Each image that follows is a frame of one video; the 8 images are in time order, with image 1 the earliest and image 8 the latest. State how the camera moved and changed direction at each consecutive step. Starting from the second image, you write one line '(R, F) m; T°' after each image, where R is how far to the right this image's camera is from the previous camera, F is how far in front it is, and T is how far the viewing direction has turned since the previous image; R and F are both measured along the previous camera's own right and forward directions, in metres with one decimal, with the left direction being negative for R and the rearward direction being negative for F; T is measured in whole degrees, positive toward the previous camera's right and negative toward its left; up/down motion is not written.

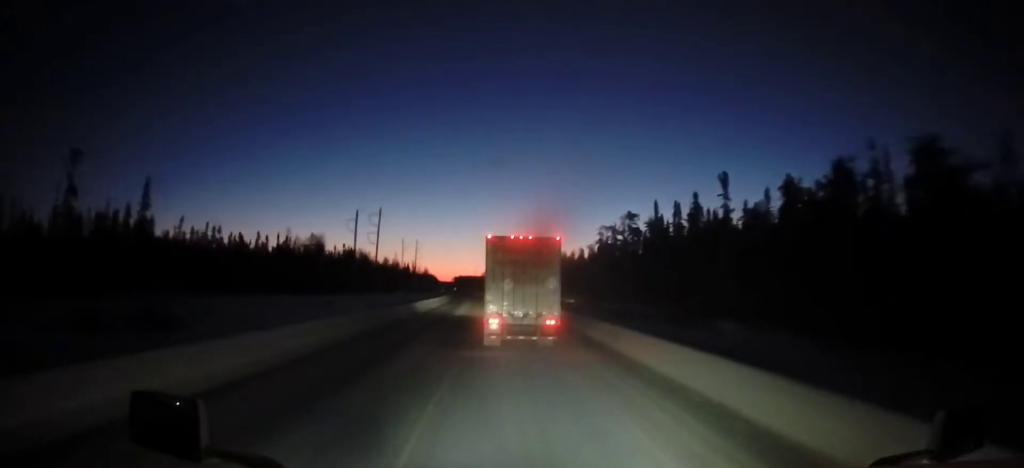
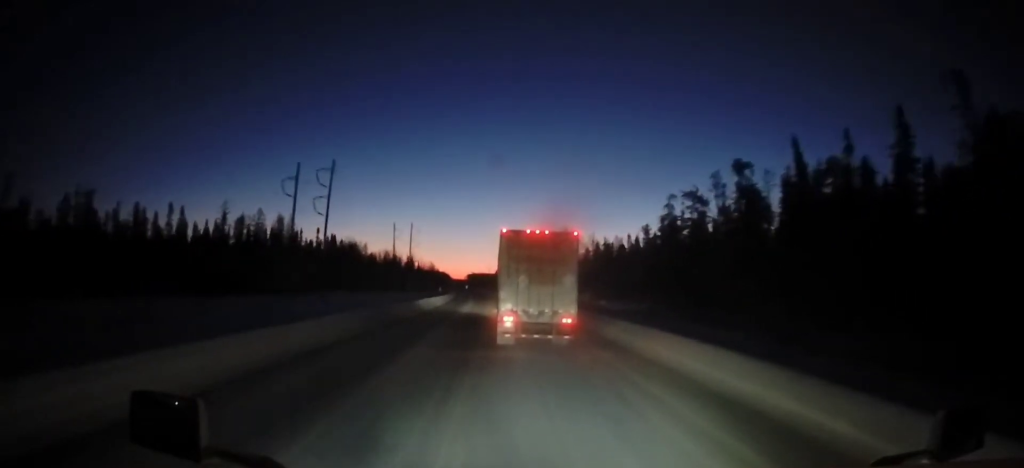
(-0.3, +39.2) m; -1°
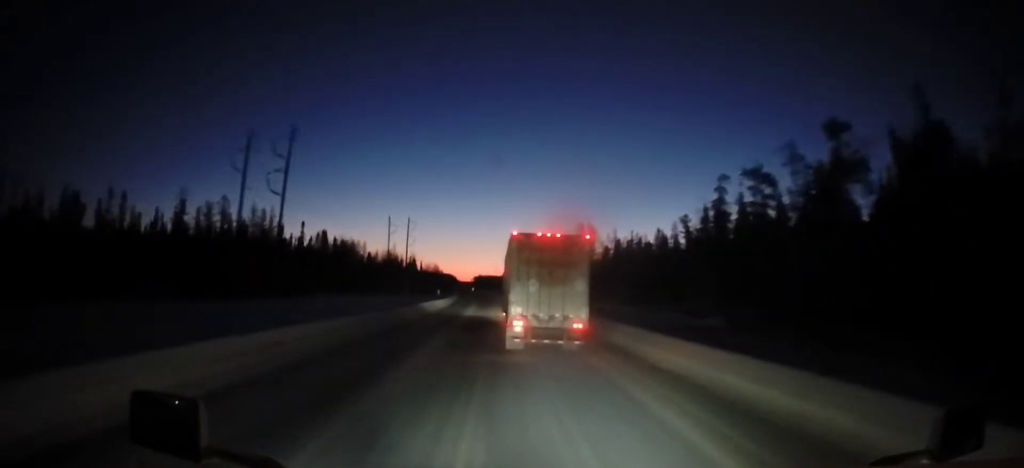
(0.0, +16.6) m; -1°
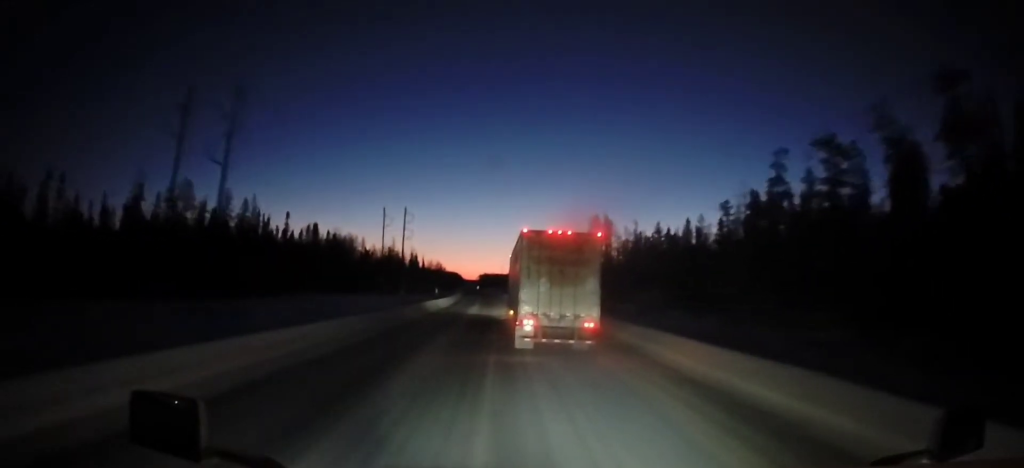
(0.0, +13.0) m; -1°
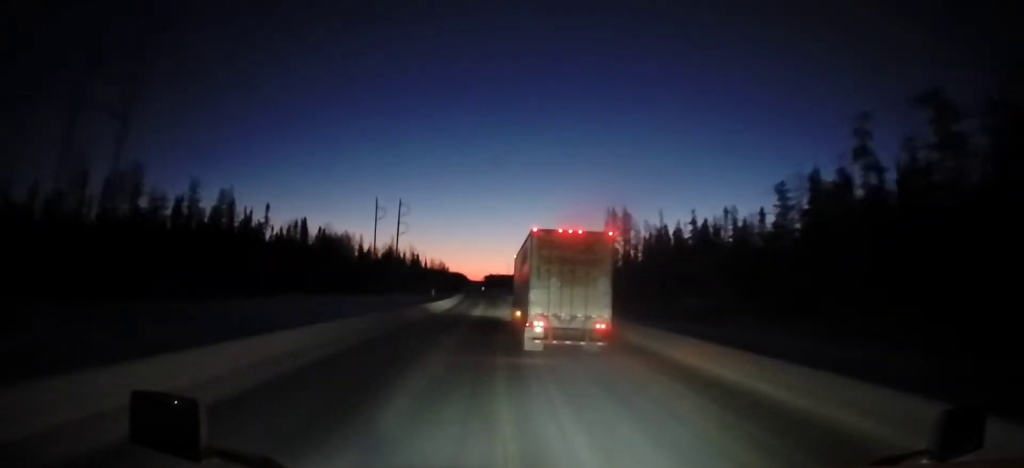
(-0.5, +13.1) m; -1°
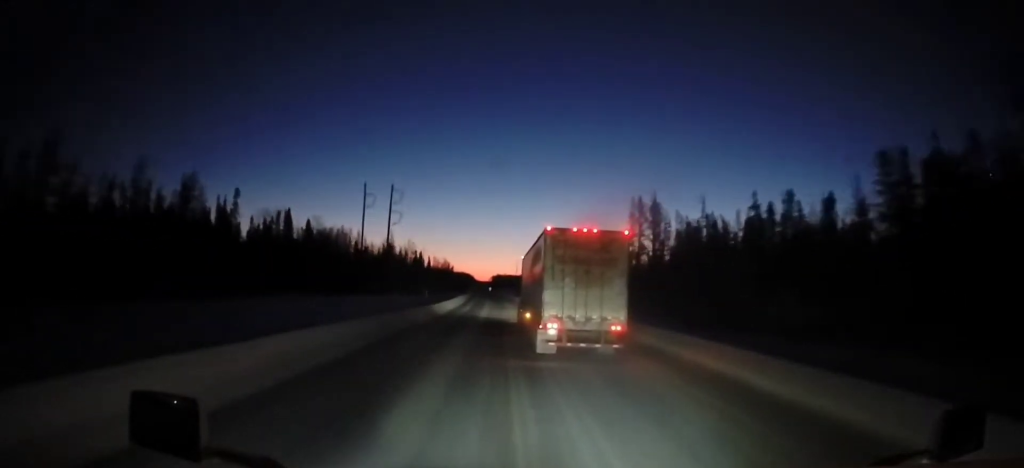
(-0.2, +15.8) m; 0°
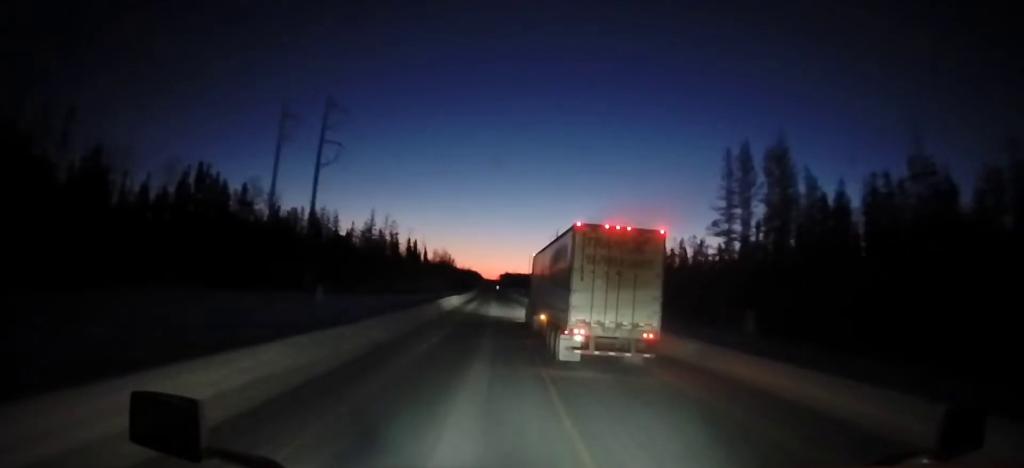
(+0.1, +42.0) m; -1°
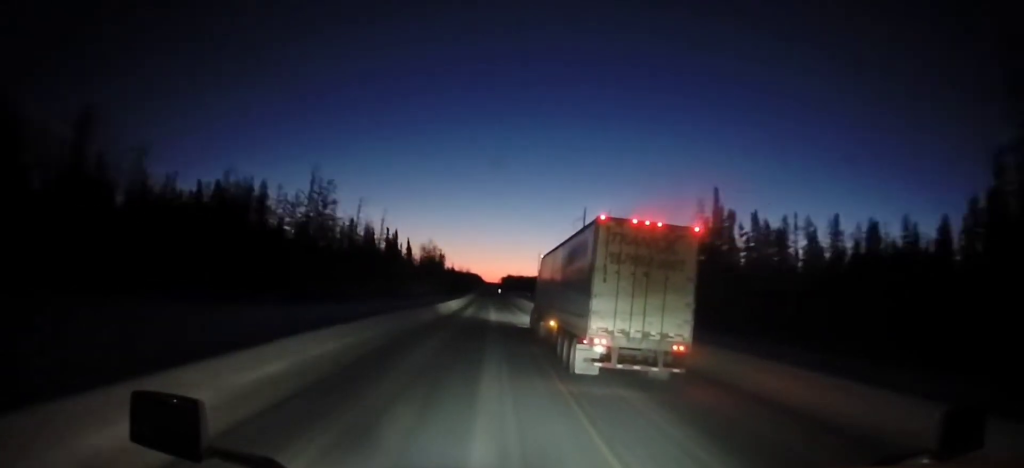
(-0.3, +44.2) m; 0°
